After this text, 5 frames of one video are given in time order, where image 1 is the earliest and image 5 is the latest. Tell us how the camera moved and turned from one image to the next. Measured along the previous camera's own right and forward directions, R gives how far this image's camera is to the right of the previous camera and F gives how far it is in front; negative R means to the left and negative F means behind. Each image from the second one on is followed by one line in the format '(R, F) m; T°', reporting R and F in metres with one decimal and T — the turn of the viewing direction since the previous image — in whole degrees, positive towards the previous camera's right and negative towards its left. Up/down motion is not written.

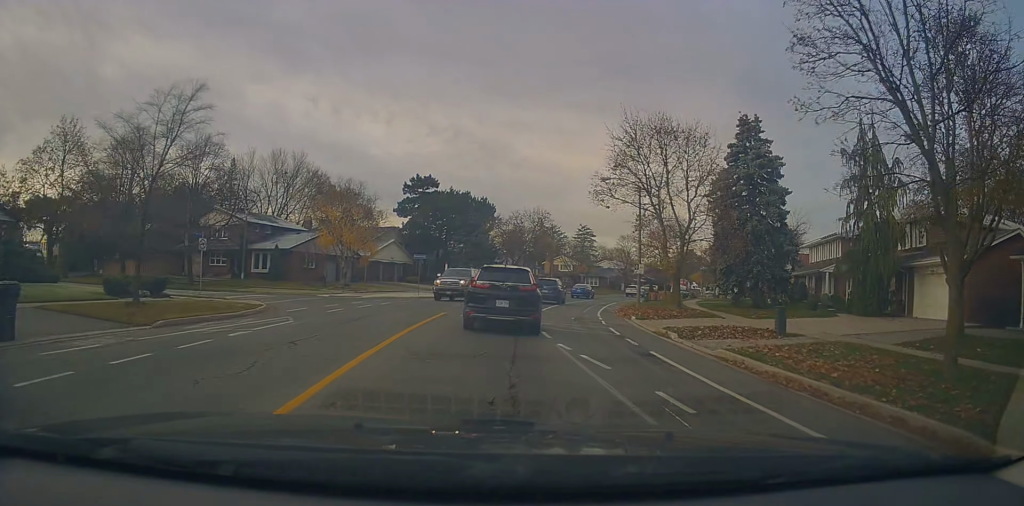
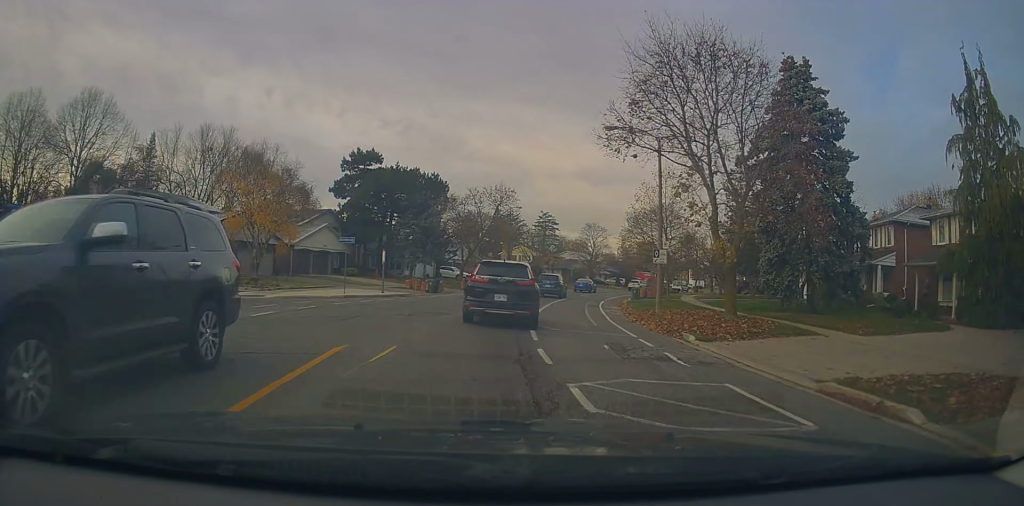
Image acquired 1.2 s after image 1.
(+0.1, +10.3) m; +4°
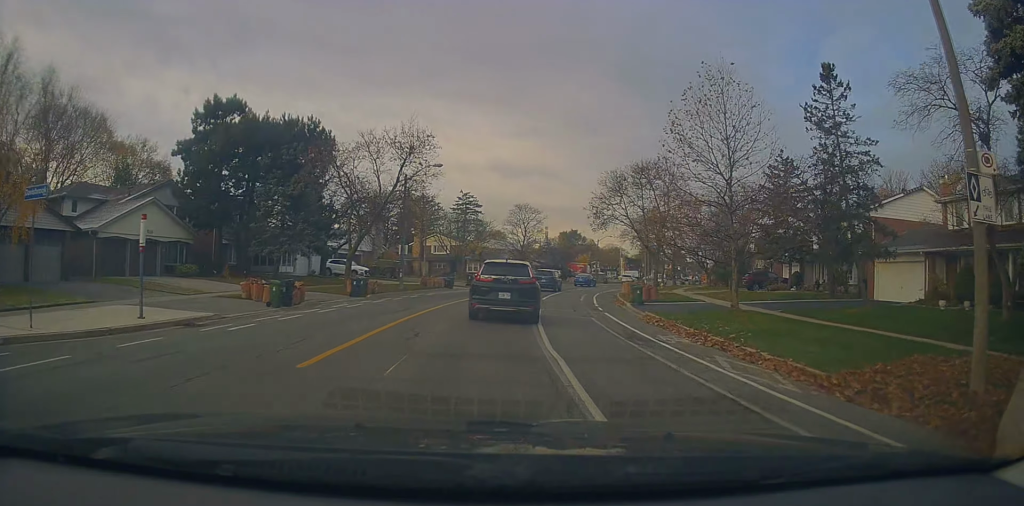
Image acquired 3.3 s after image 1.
(+1.1, +18.6) m; +5°
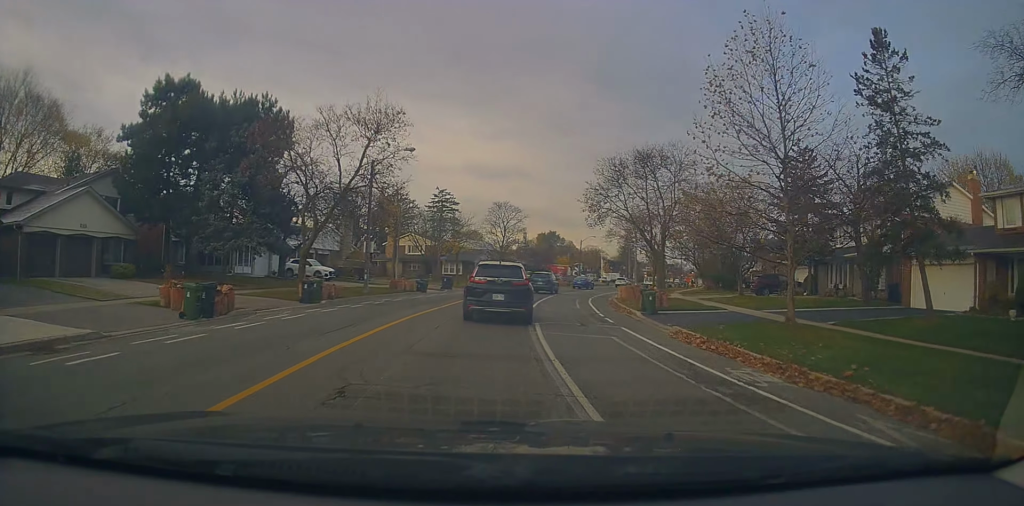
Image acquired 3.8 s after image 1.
(-0.1, +4.7) m; +4°
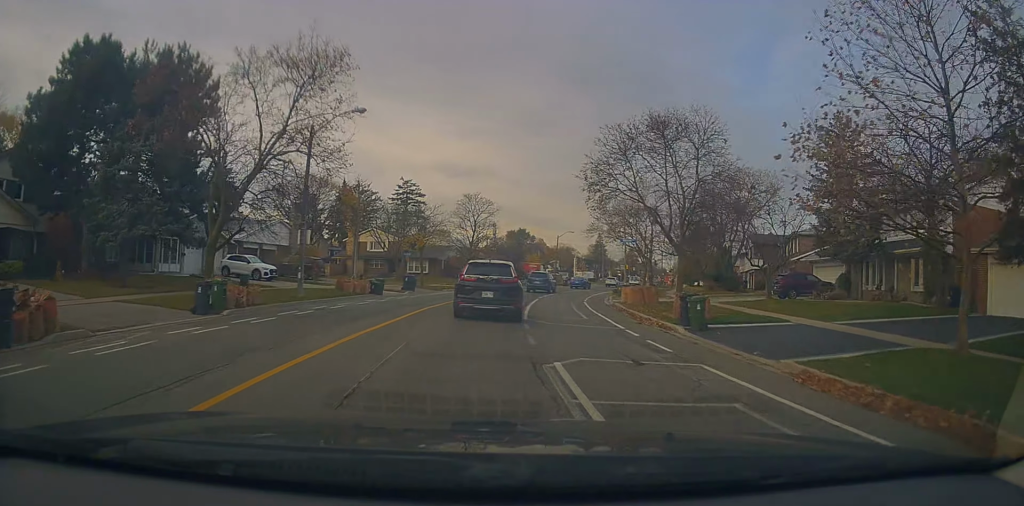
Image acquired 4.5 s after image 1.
(+0.5, +7.1) m; +5°
